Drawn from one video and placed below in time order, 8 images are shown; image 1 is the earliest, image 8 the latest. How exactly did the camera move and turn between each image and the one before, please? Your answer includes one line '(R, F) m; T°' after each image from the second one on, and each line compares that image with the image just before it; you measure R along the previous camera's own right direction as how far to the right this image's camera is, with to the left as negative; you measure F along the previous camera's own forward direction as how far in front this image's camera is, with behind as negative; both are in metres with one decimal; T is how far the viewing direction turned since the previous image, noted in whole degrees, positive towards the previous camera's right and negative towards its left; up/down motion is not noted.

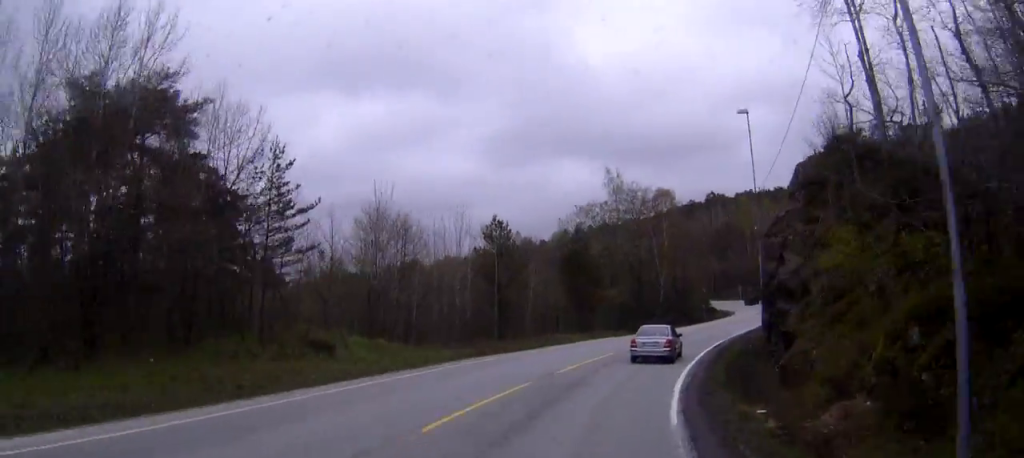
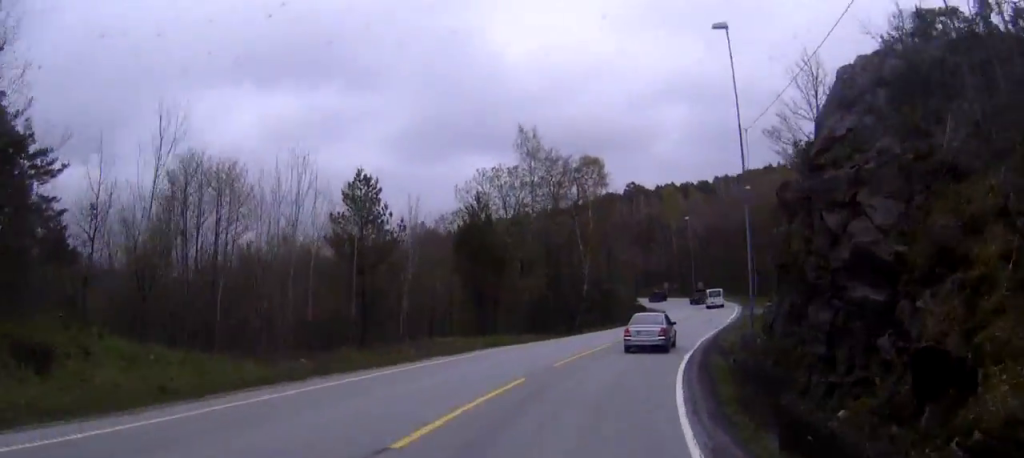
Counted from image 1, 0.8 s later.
(+0.8, +13.3) m; +8°
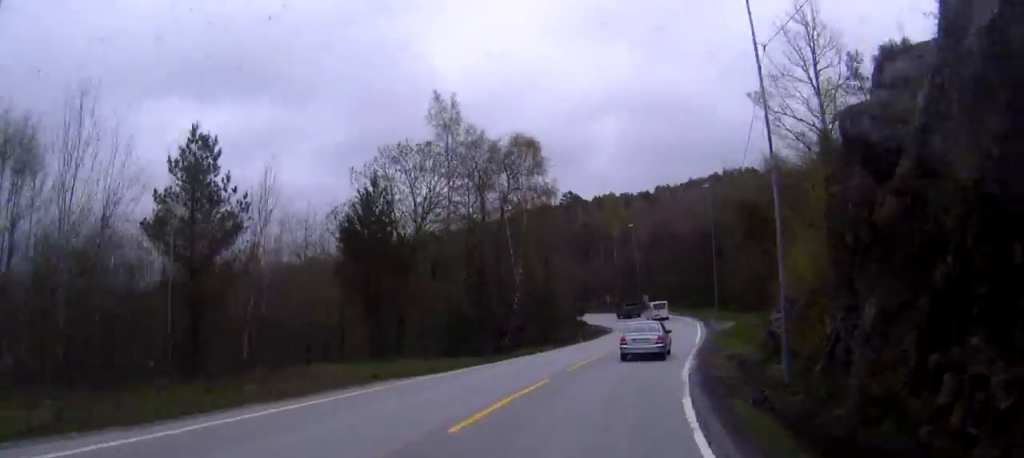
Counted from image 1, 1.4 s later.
(+0.8, +10.4) m; +5°
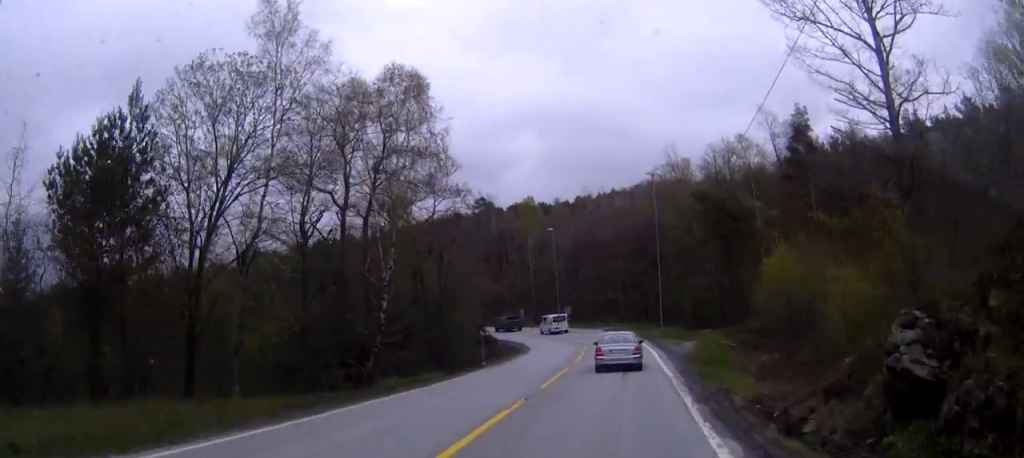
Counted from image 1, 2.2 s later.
(+0.9, +14.4) m; +6°
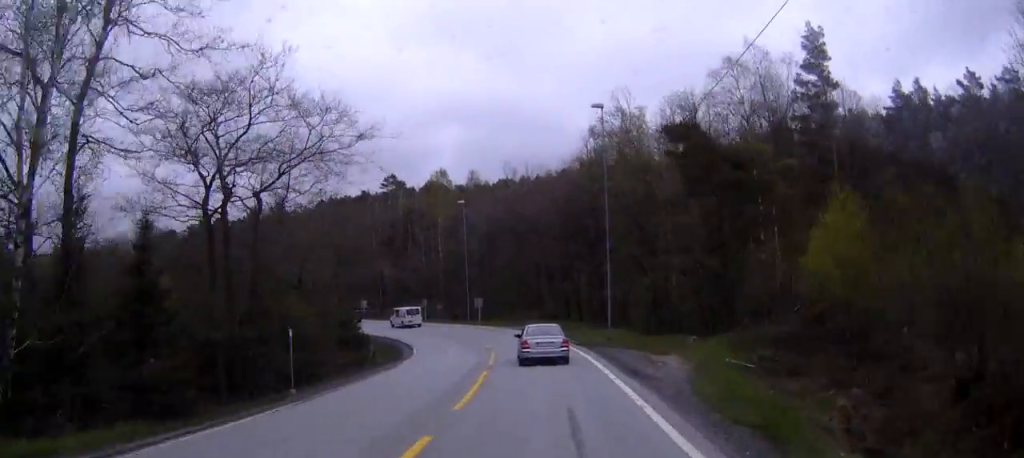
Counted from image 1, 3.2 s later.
(+0.9, +17.6) m; +3°
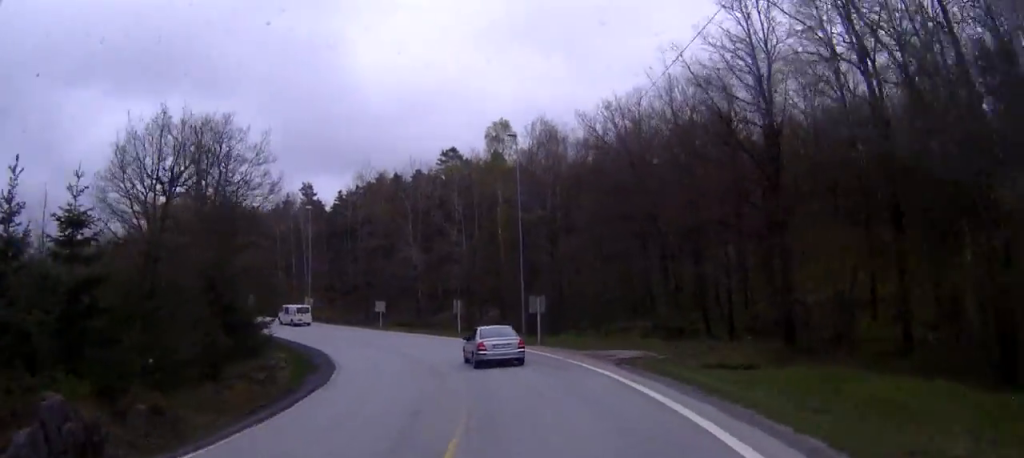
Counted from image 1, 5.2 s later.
(-0.9, +31.5) m; -7°
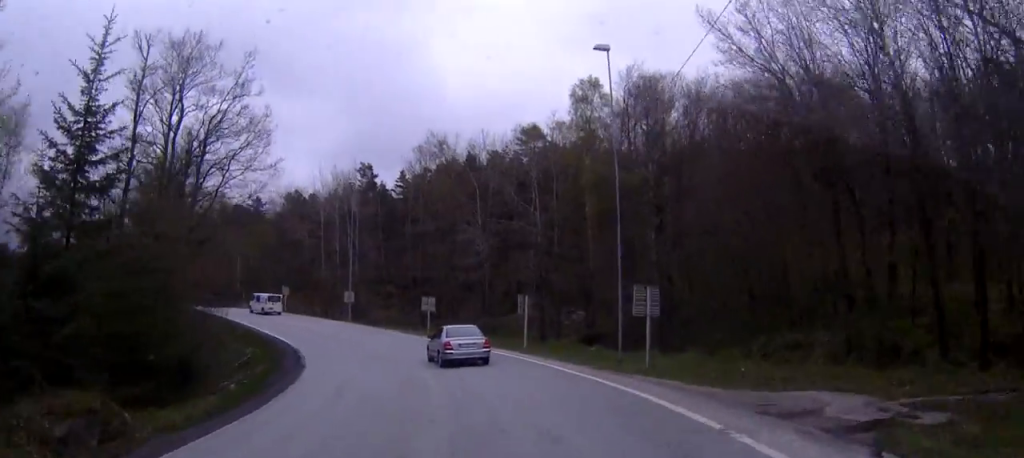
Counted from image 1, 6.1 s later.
(-0.9, +15.0) m; -8°
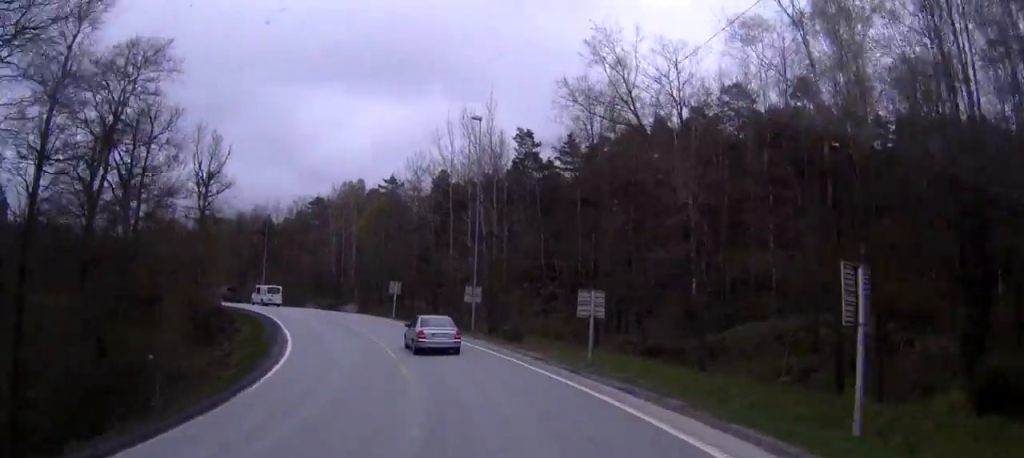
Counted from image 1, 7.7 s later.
(-2.8, +23.4) m; -14°
